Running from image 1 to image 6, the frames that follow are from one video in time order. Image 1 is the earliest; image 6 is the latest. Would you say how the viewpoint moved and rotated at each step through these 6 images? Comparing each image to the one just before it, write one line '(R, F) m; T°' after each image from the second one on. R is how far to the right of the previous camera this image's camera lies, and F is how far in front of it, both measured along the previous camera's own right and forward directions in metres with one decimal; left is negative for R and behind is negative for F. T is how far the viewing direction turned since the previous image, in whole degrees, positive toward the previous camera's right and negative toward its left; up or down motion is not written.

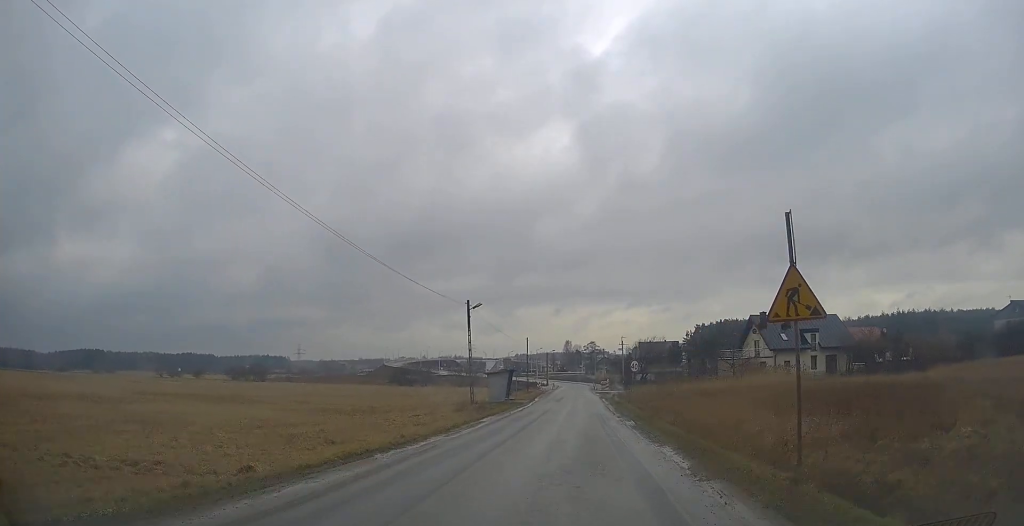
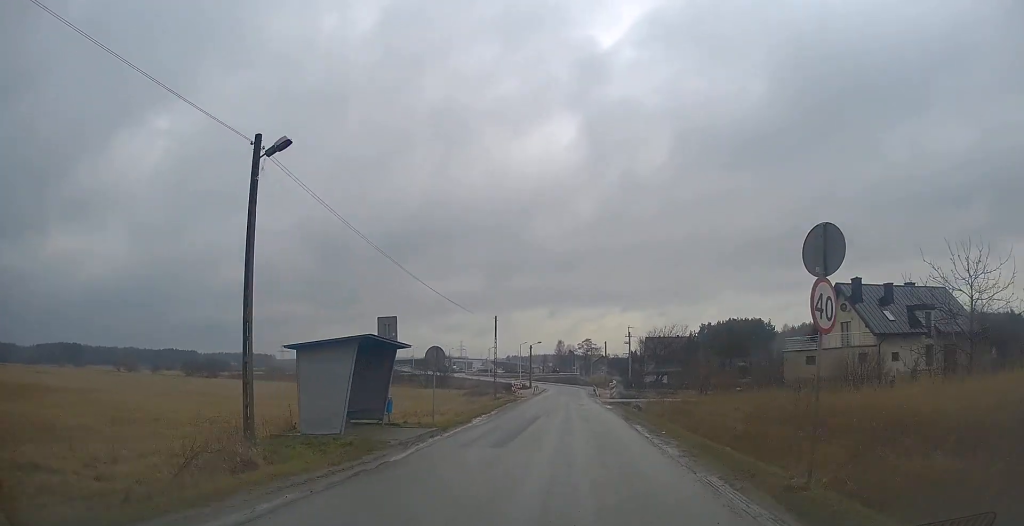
(0.0, +31.8) m; 0°
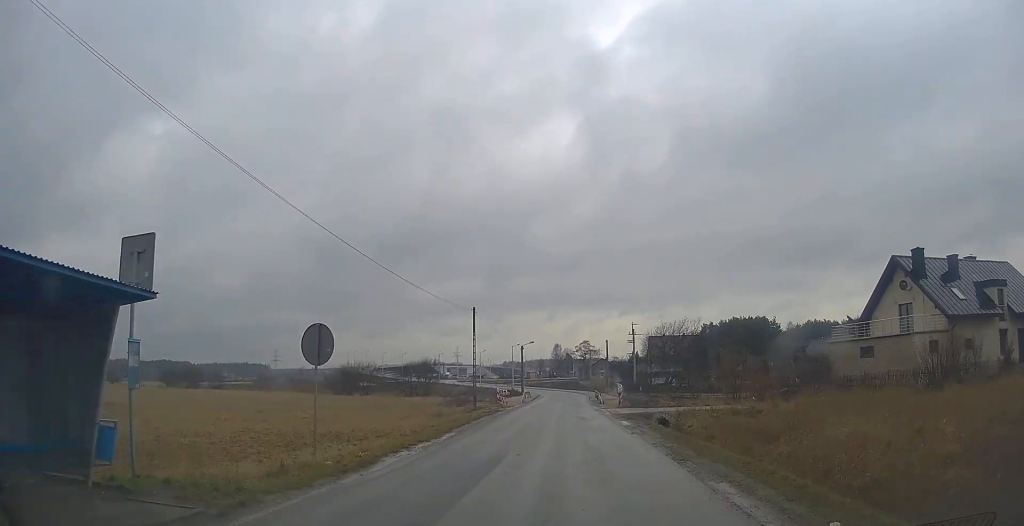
(0.0, +11.8) m; 0°
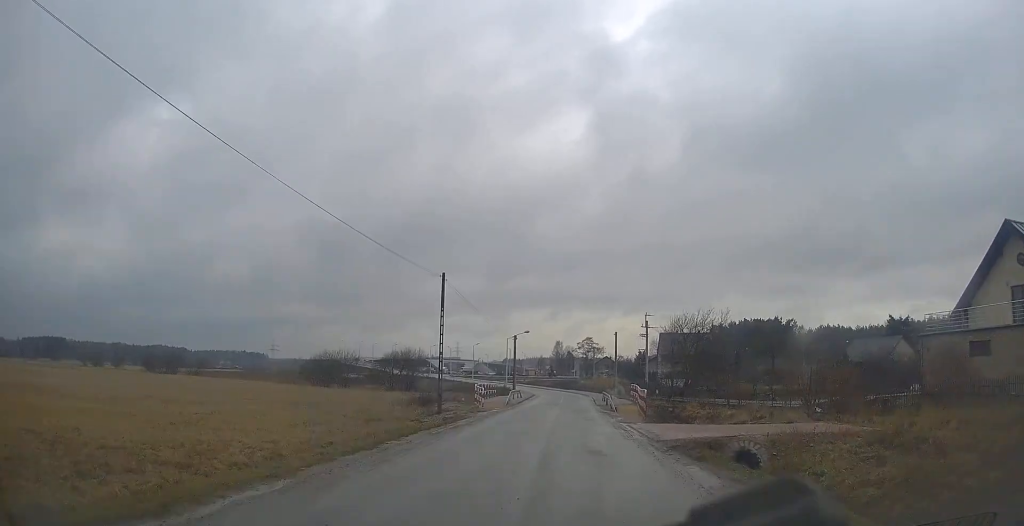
(-0.1, +13.7) m; 0°
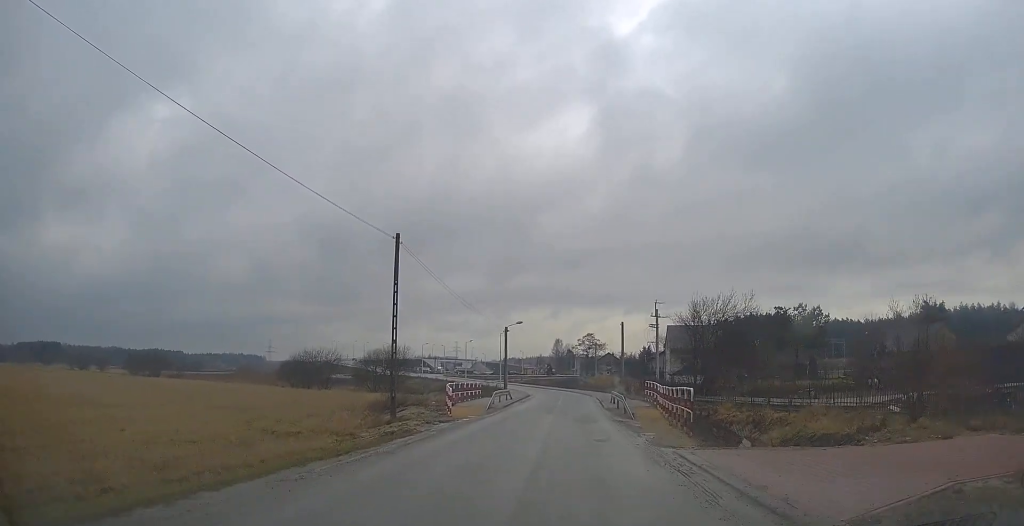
(0.0, +9.8) m; 0°
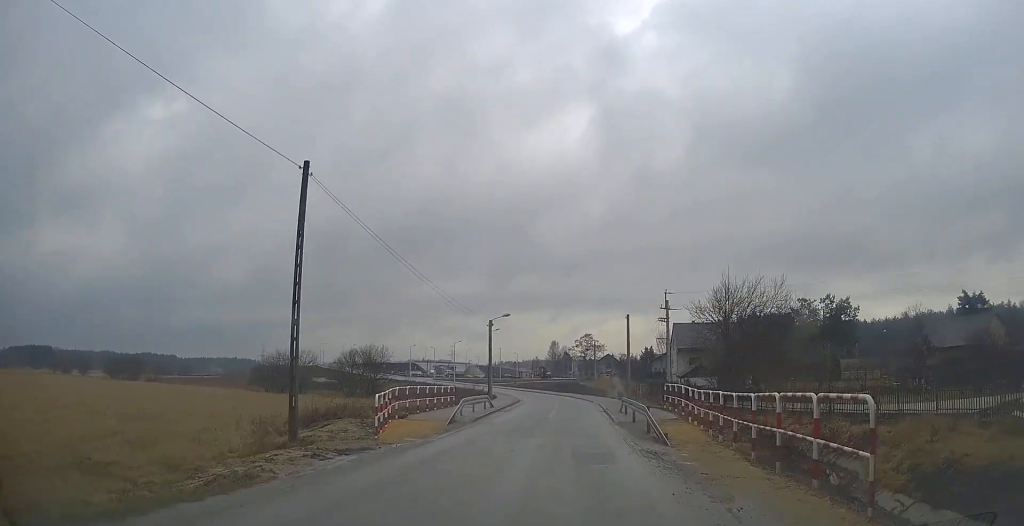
(+0.1, +9.8) m; 0°
